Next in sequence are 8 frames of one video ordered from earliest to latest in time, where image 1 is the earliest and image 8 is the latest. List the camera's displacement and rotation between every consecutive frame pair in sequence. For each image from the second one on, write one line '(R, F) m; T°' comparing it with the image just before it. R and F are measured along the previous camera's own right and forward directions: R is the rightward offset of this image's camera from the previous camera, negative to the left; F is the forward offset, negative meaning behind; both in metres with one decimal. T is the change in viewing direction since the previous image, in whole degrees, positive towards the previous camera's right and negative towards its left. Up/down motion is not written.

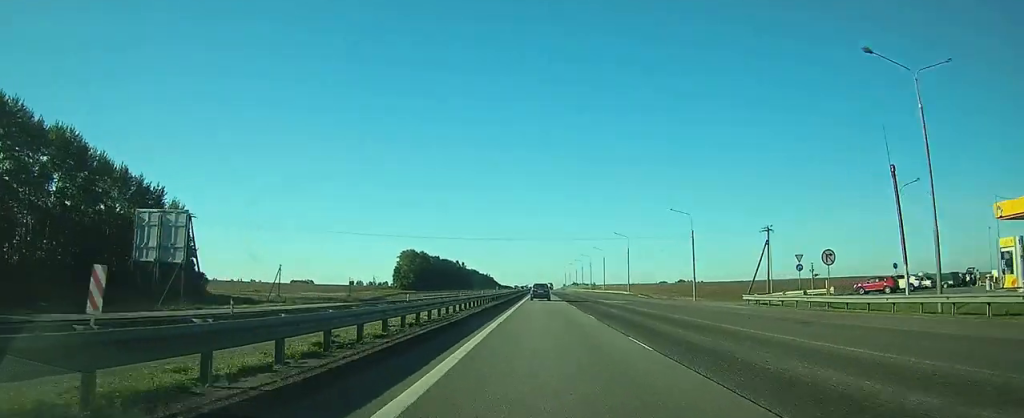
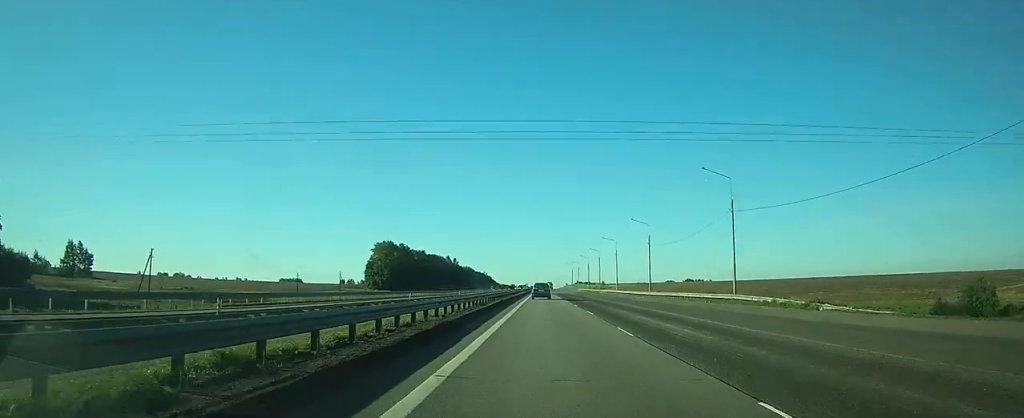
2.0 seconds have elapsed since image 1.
(+0.2, +50.6) m; 0°
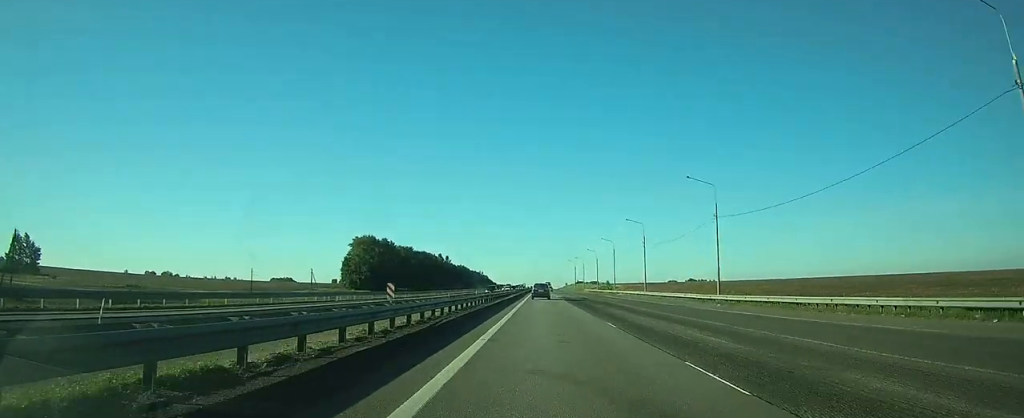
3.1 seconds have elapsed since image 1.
(0.0, +29.9) m; 0°
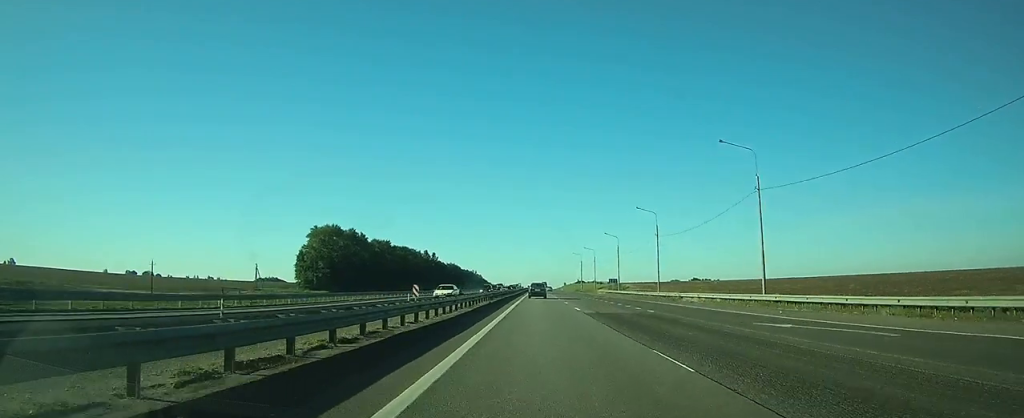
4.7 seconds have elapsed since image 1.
(+0.1, +40.6) m; 0°
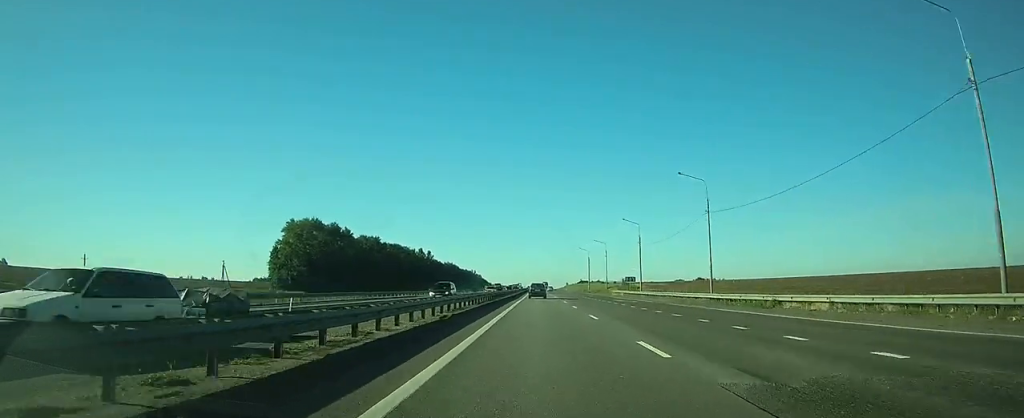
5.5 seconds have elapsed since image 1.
(0.0, +20.2) m; 0°
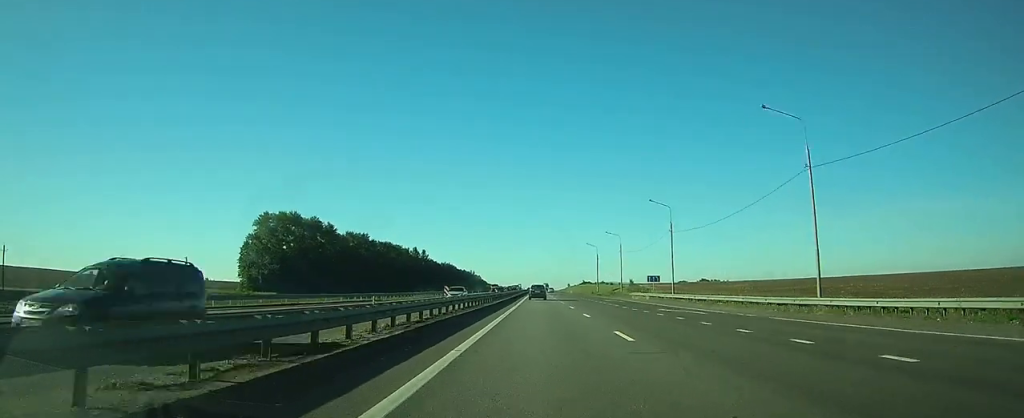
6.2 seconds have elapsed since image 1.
(0.0, +19.8) m; 0°
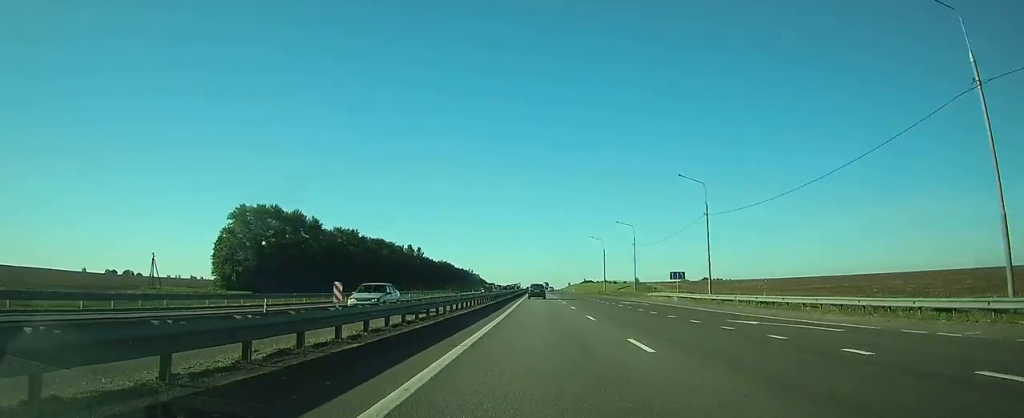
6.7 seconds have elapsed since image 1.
(0.0, +15.4) m; 0°
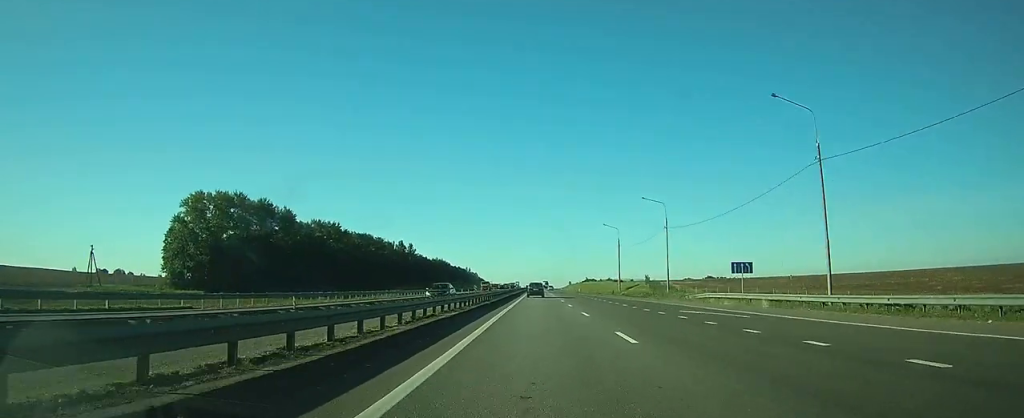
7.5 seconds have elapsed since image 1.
(0.0, +24.7) m; 0°
